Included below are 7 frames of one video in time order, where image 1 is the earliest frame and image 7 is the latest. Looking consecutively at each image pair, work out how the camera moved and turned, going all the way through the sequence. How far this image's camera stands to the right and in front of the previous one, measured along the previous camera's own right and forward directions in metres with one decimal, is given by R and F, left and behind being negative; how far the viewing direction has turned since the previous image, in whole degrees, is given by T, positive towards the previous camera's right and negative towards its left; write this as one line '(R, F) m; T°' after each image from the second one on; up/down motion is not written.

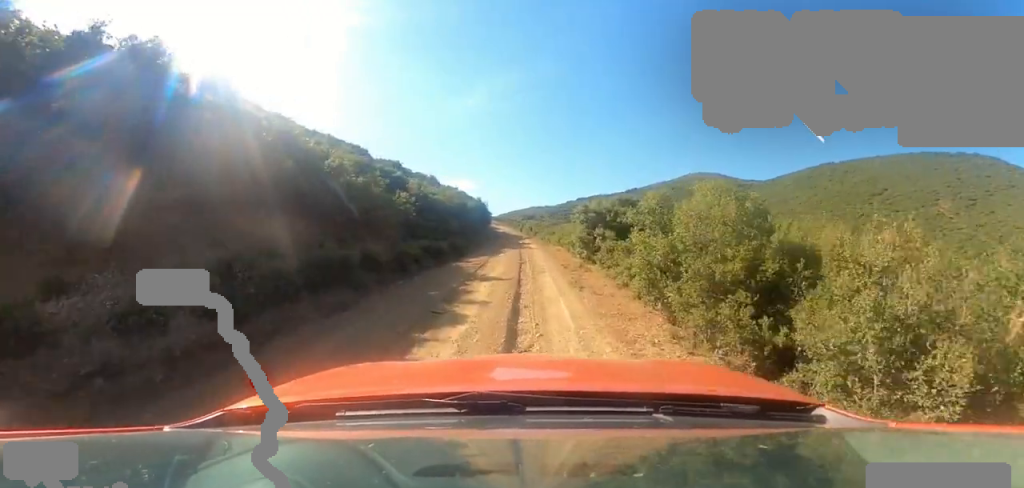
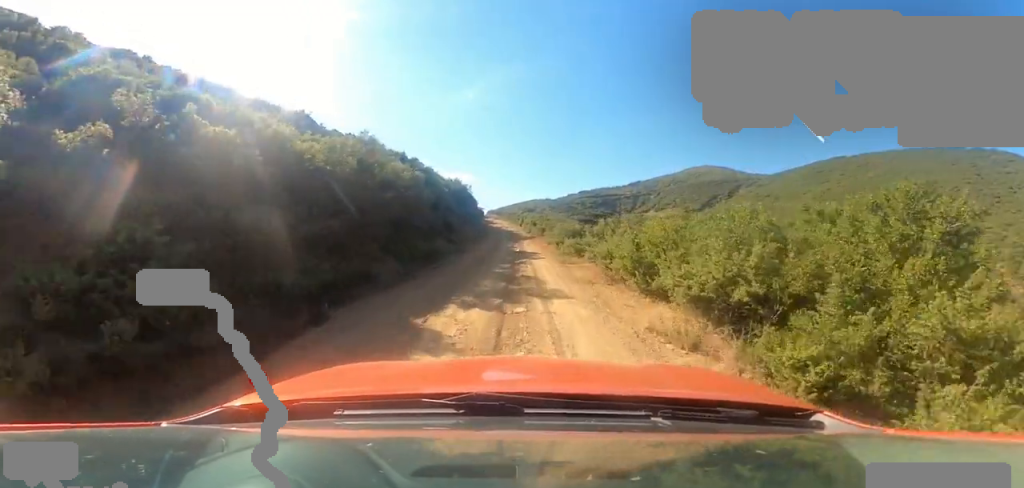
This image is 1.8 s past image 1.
(-0.9, +15.7) m; +1°
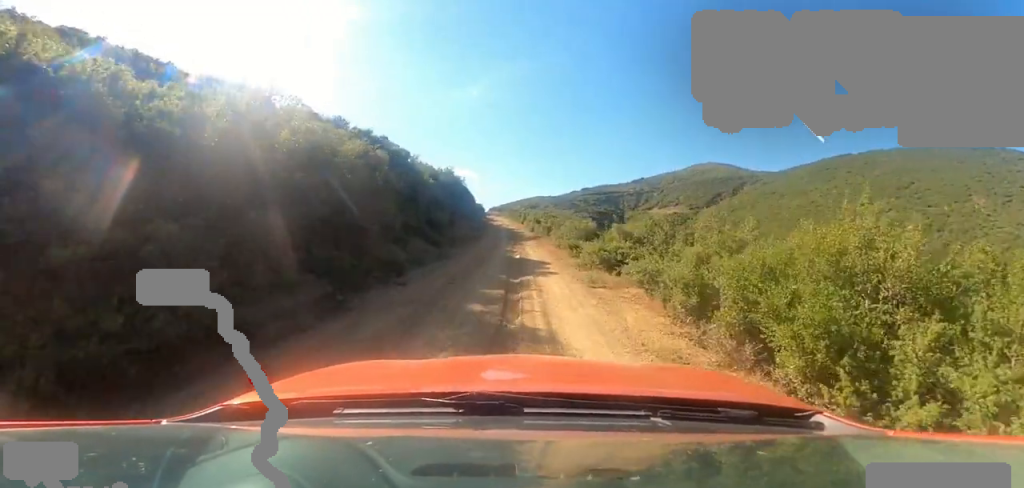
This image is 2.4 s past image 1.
(+0.4, +4.9) m; 0°
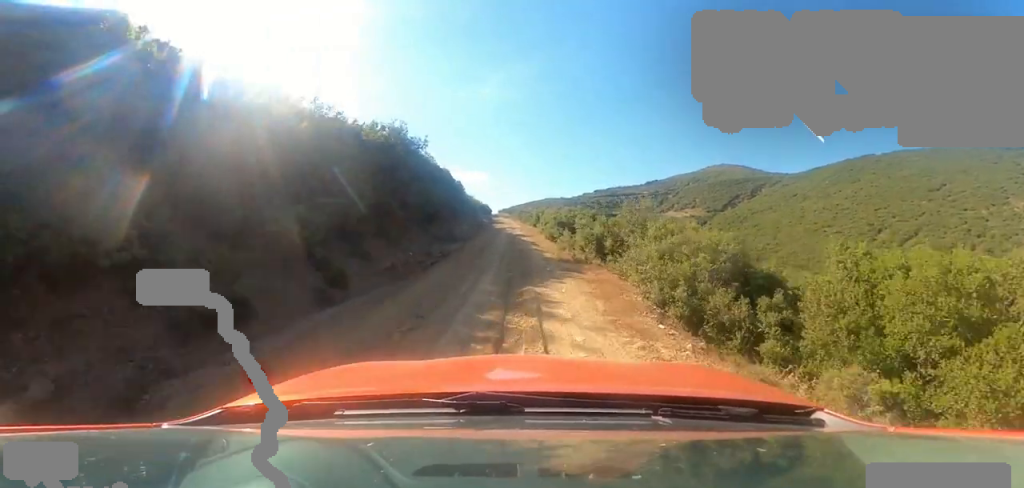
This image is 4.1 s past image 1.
(-0.1, +14.0) m; +2°
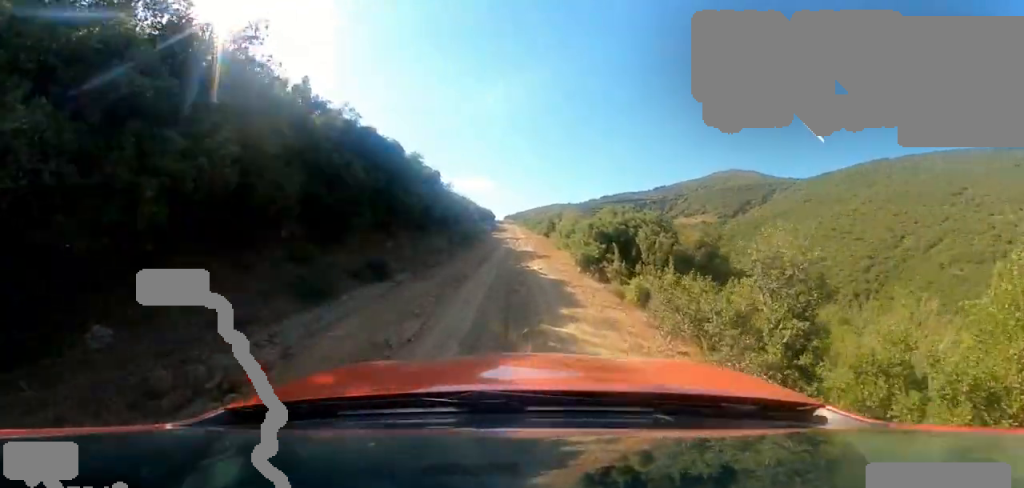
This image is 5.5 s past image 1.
(0.0, +10.1) m; -5°
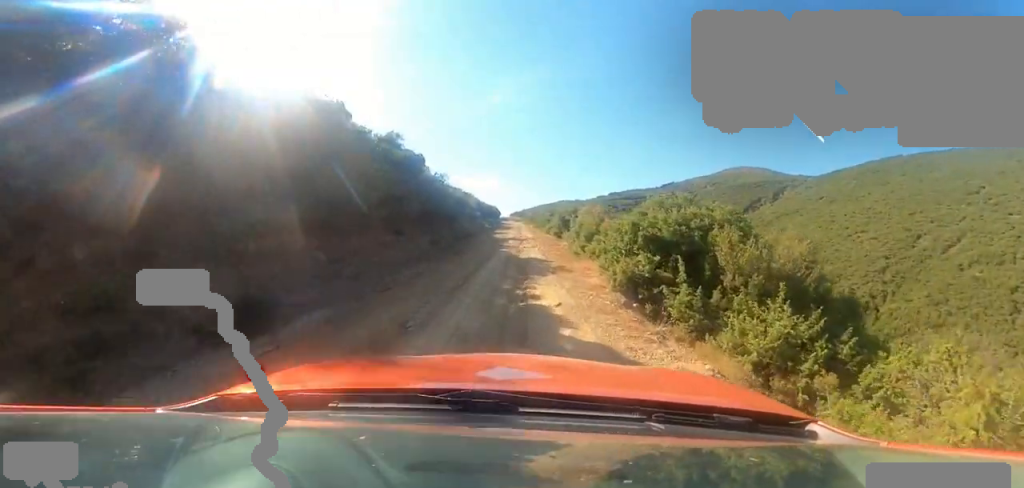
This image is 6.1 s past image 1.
(-0.2, +4.3) m; -2°
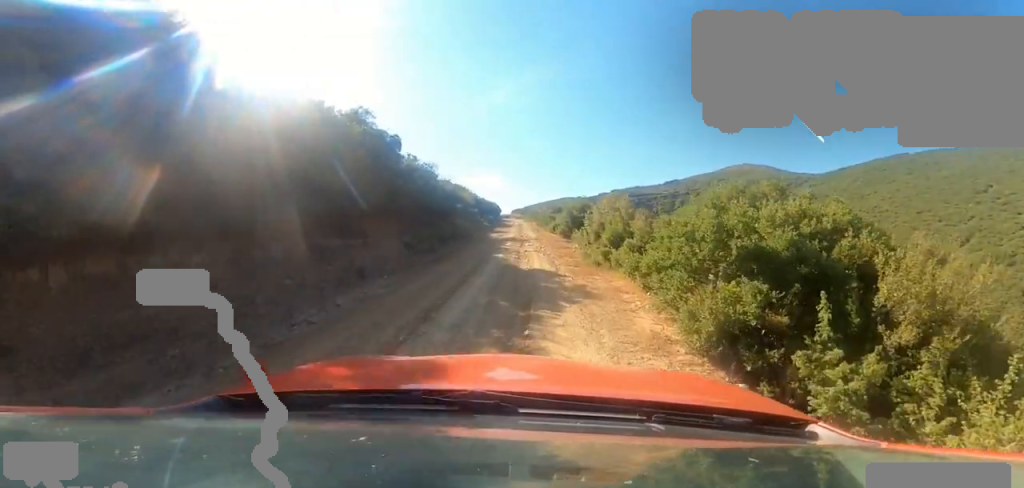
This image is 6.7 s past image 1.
(0.0, +3.5) m; 0°
